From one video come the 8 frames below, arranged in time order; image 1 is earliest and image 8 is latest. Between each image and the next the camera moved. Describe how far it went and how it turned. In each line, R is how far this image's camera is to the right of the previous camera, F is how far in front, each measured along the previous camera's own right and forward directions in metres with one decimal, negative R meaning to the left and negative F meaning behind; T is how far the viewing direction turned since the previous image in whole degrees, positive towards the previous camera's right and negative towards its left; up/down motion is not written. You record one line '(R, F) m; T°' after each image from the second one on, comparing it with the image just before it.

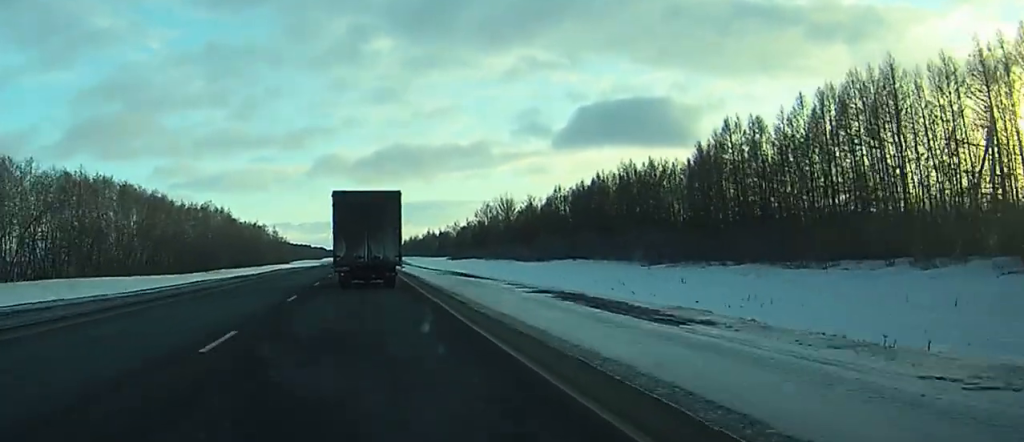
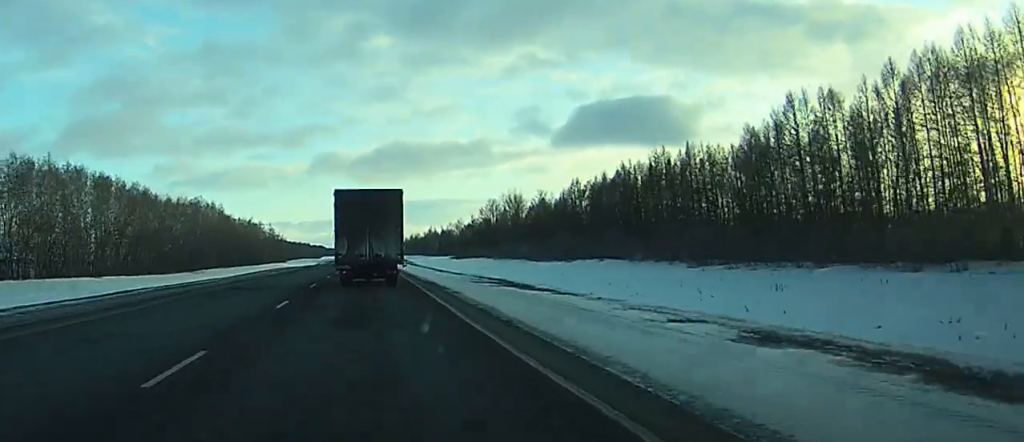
(0.0, +14.8) m; 0°
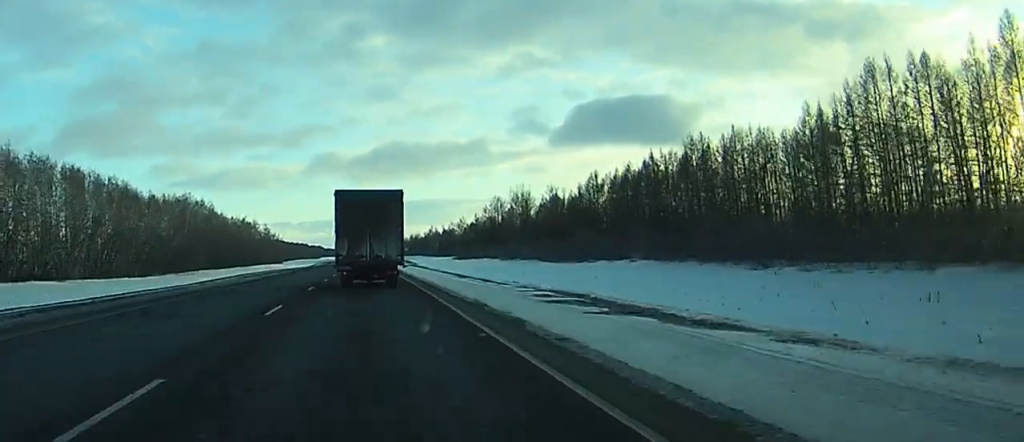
(-0.1, +14.1) m; 0°
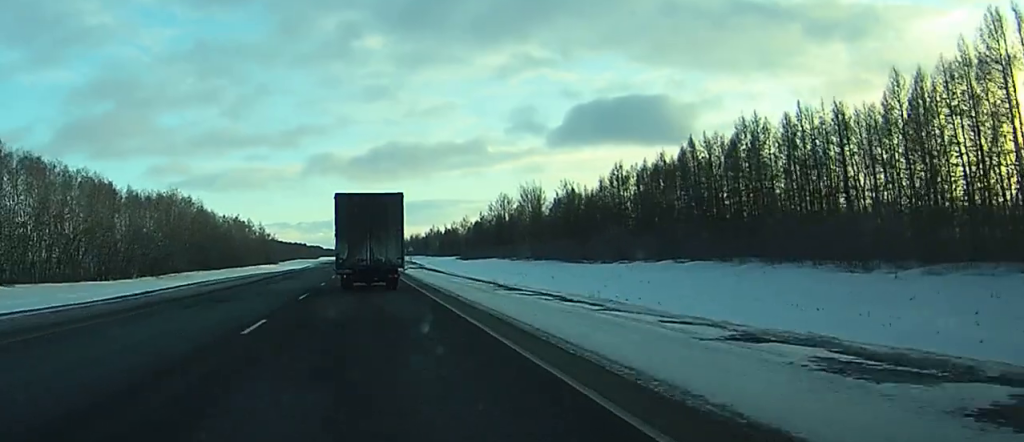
(0.0, +15.6) m; 0°
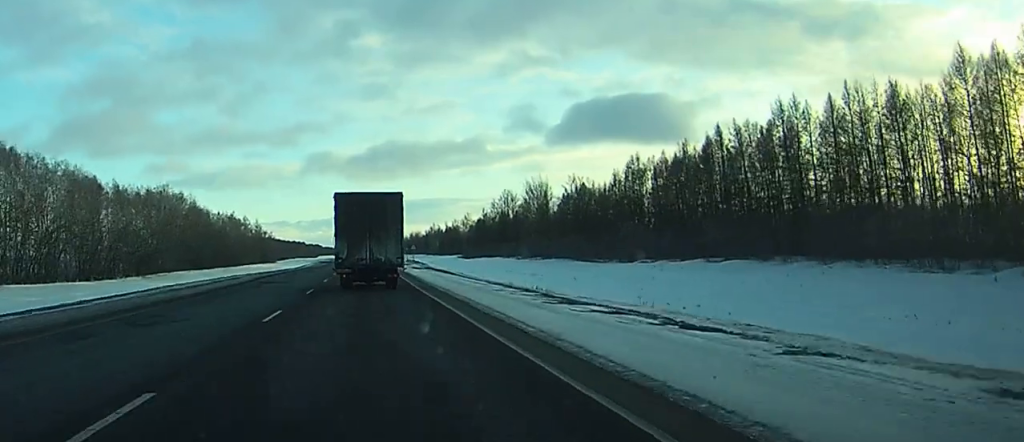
(0.0, +8.9) m; 0°
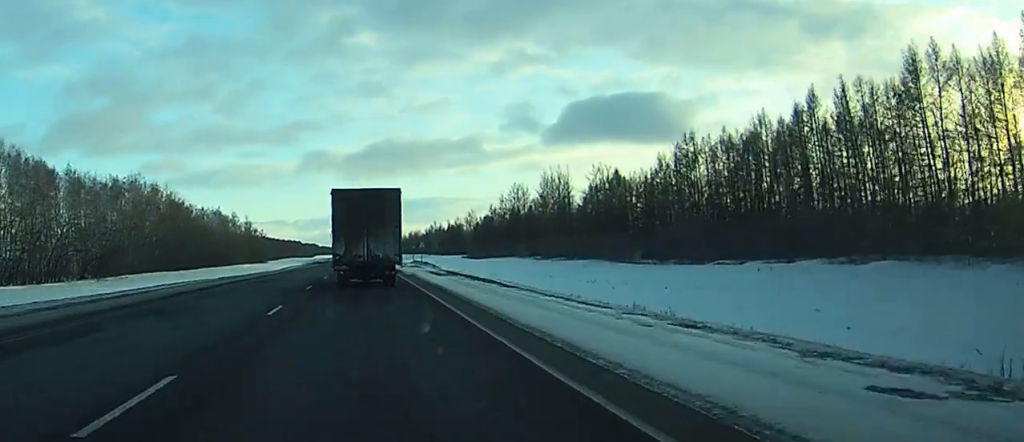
(0.0, +22.9) m; 0°
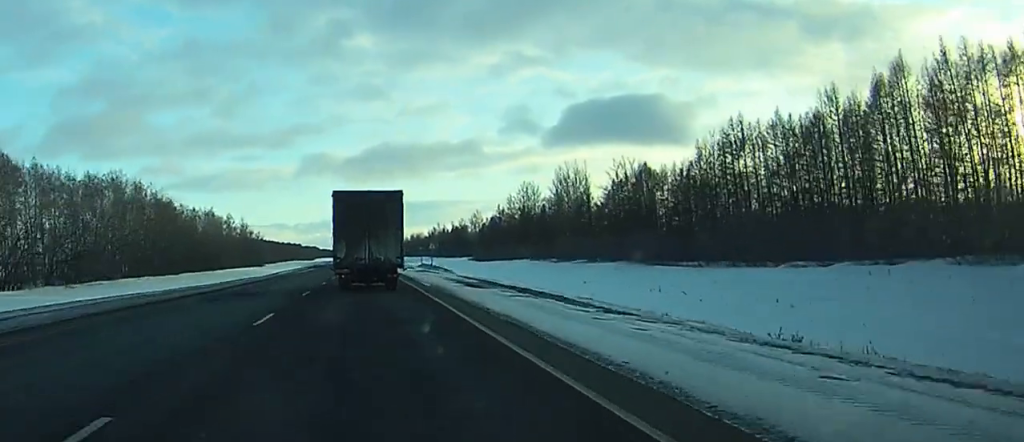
(0.0, +14.1) m; 0°
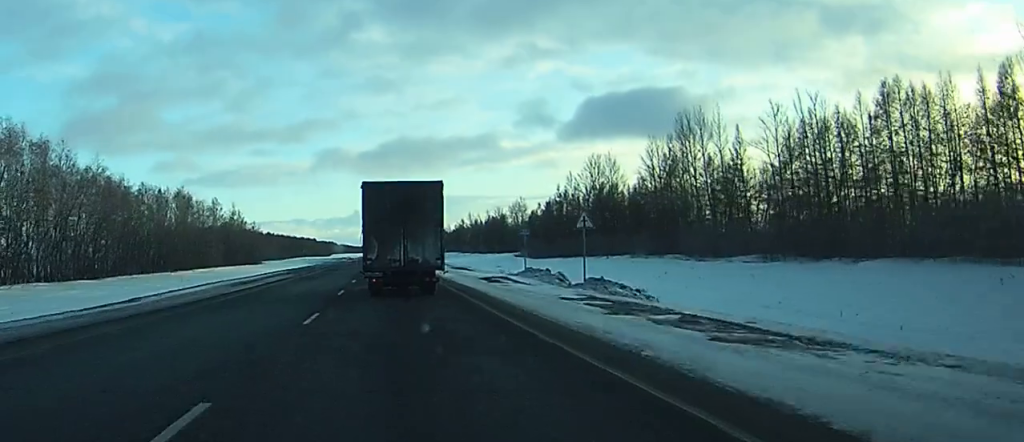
(+0.1, +58.9) m; 0°
